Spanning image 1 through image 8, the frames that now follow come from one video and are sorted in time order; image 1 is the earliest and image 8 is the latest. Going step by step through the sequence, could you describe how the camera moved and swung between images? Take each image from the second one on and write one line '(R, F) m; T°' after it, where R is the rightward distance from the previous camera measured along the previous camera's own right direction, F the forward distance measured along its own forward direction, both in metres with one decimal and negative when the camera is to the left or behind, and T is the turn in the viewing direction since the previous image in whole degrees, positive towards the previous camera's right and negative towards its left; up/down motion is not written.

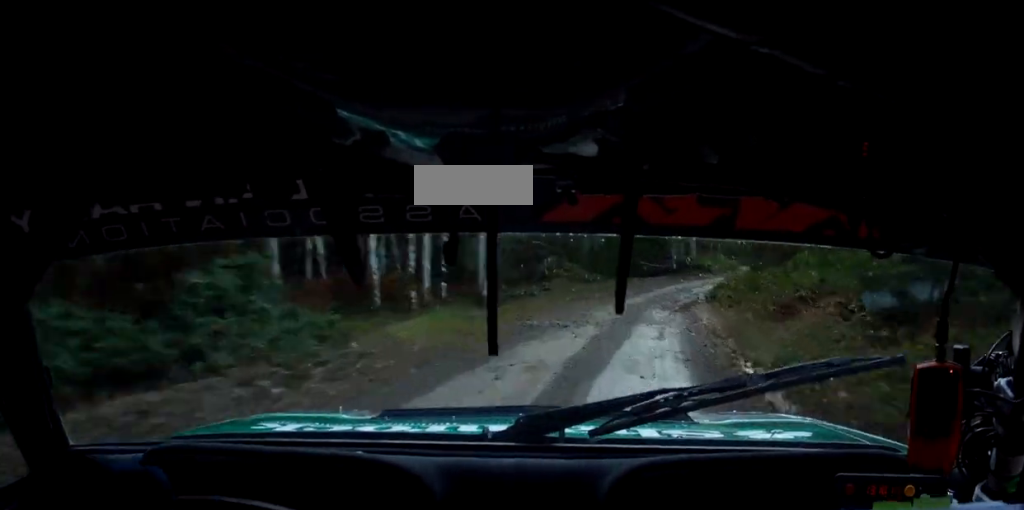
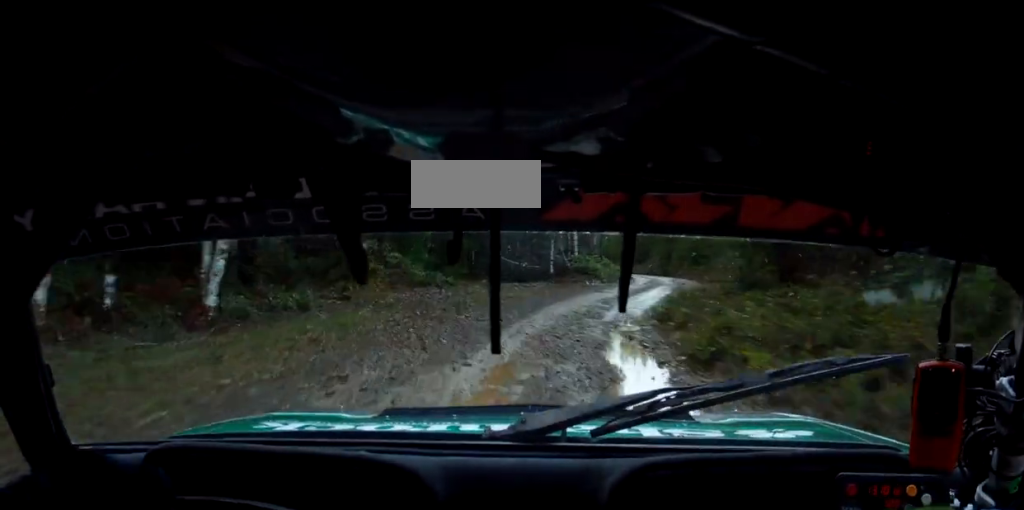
(-1.1, +16.6) m; -1°
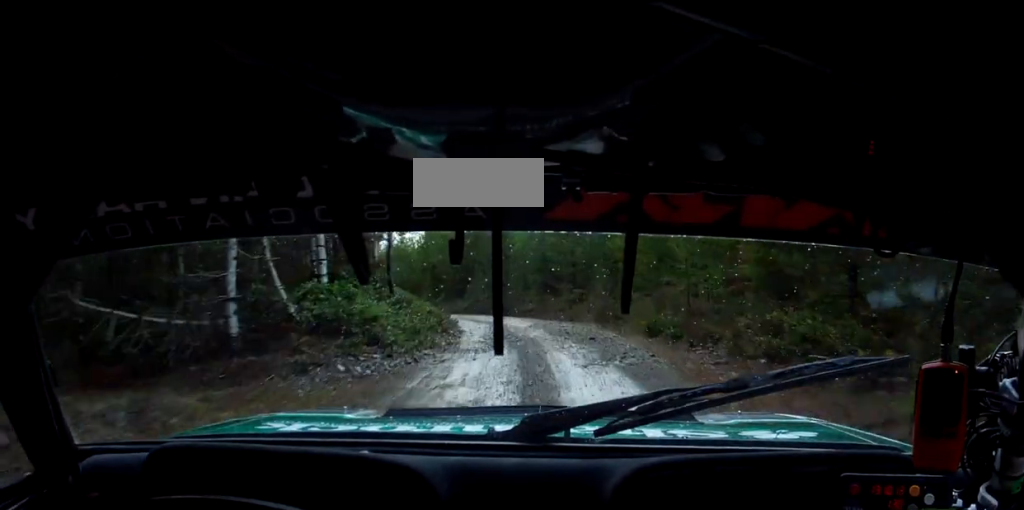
(+1.3, +28.6) m; +14°
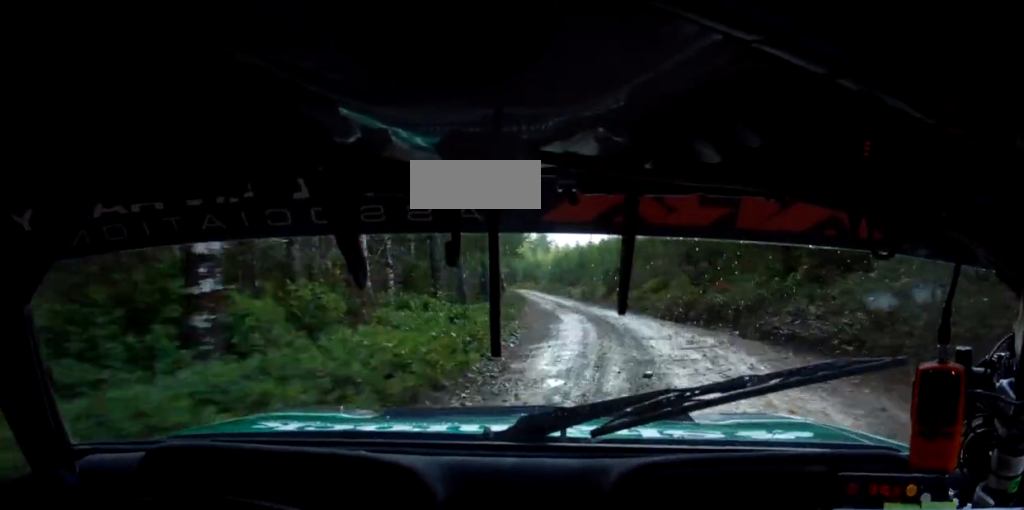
(+3.3, +44.5) m; -5°
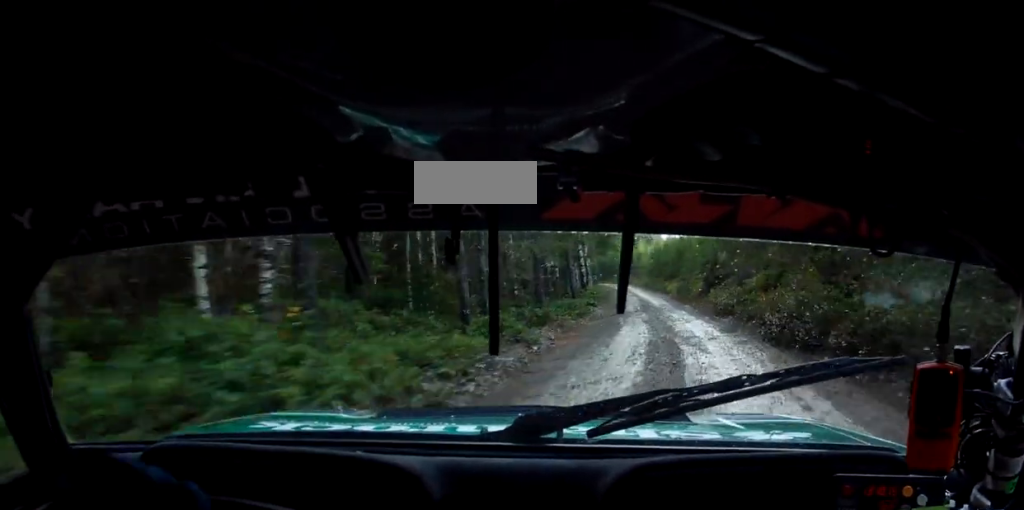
(-0.2, +11.4) m; -4°
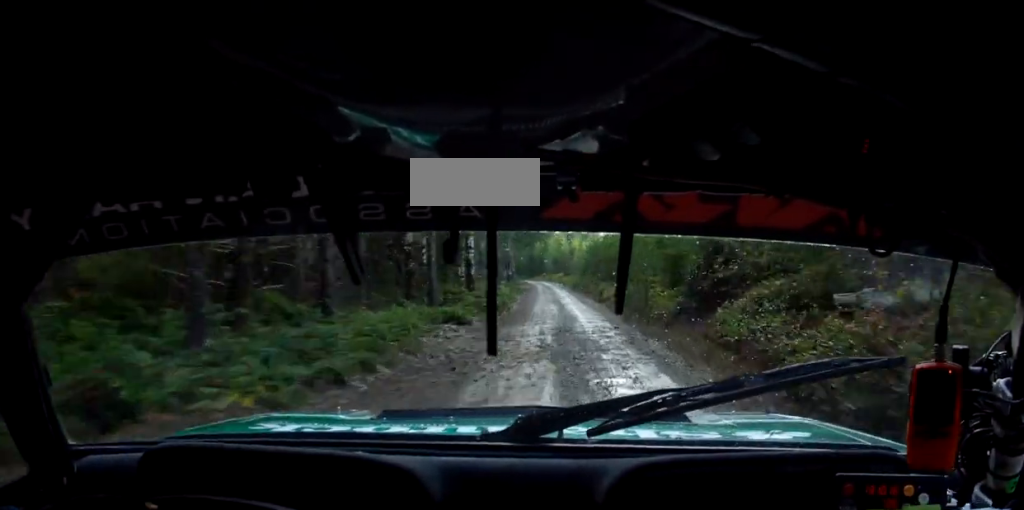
(-1.7, +22.4) m; -6°
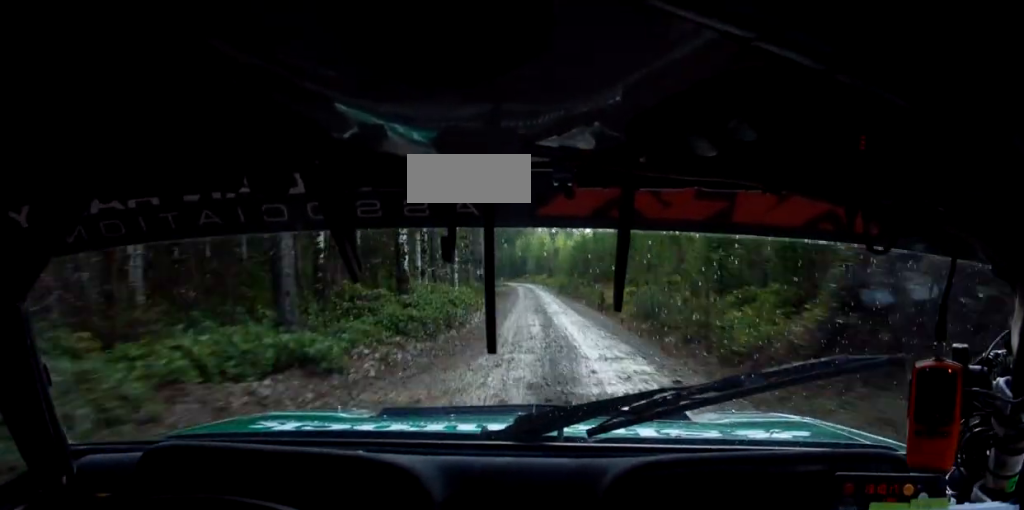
(-0.3, +12.4) m; -2°
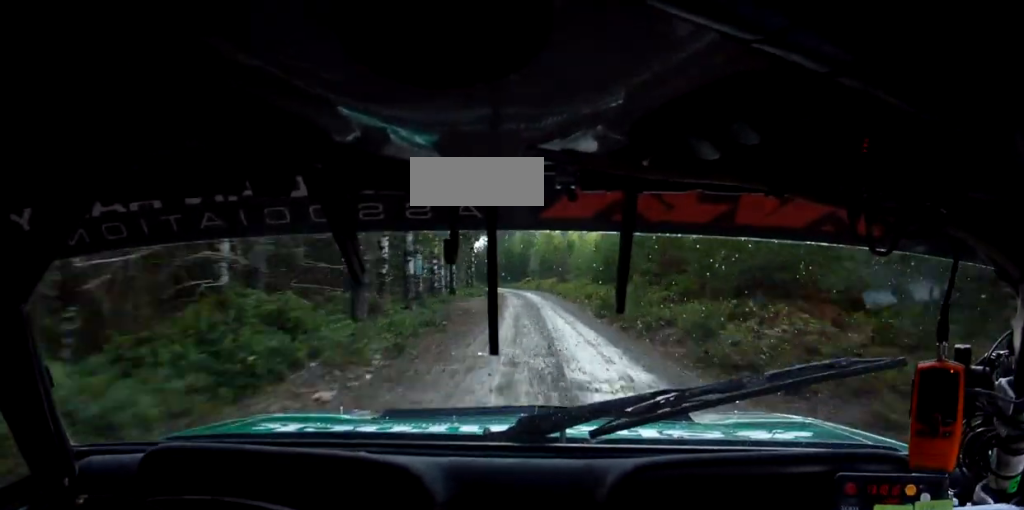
(-2.0, +39.5) m; -6°
